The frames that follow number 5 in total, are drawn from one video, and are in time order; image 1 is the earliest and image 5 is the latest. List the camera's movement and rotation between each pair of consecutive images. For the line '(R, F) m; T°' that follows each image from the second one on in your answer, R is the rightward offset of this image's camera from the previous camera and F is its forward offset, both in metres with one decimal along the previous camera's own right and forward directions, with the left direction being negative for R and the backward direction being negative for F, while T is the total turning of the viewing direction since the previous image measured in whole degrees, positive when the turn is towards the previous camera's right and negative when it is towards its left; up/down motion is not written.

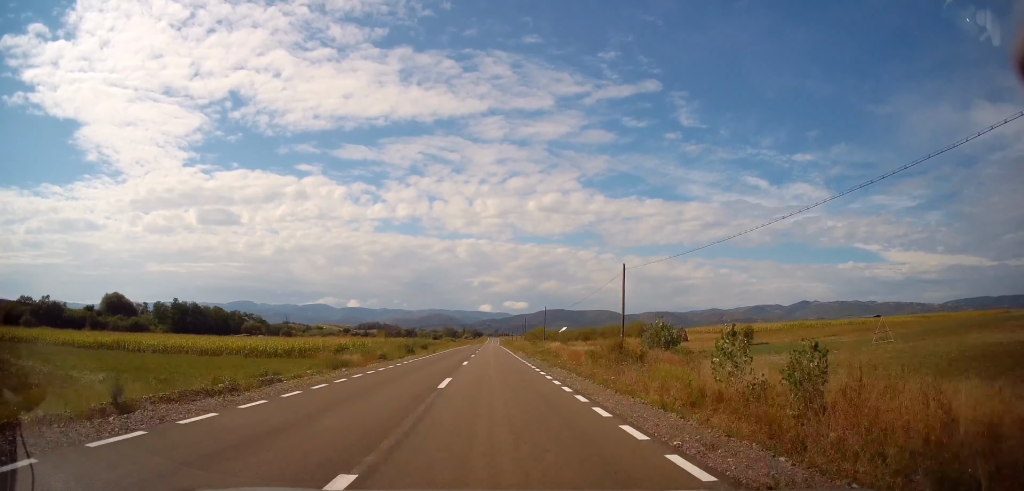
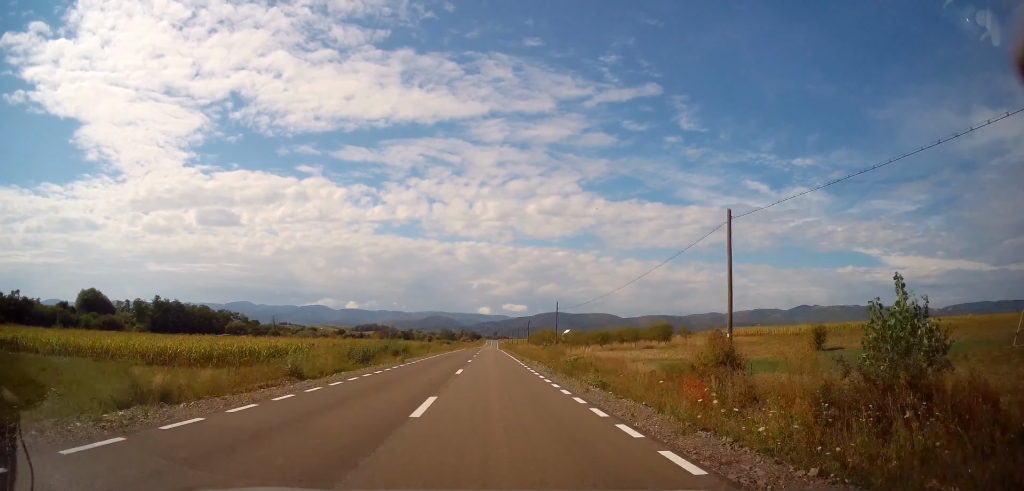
(-0.2, +16.2) m; 0°
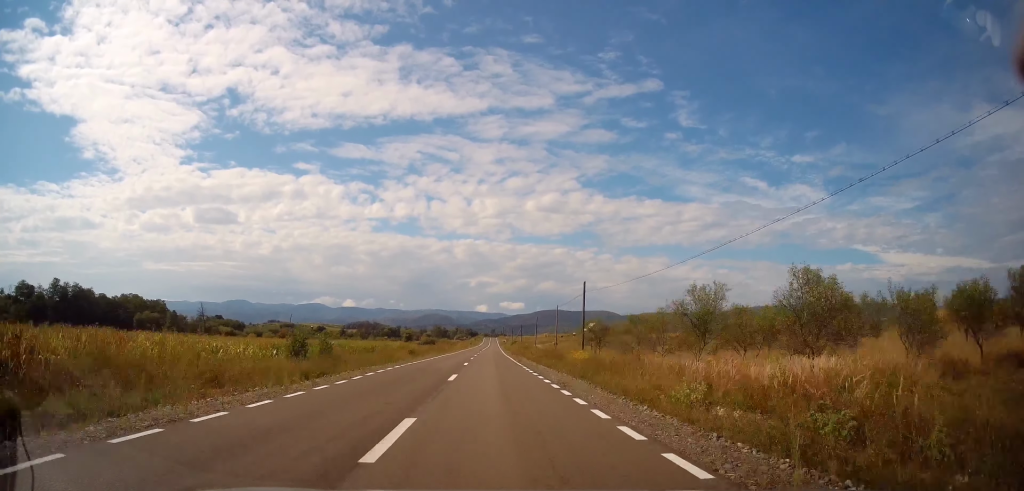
(+0.3, +72.0) m; 0°
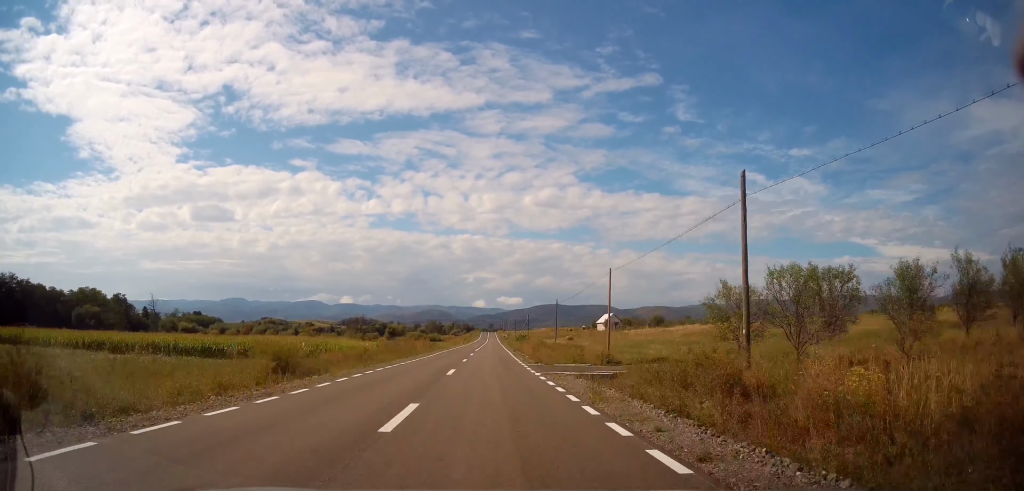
(+0.1, +32.7) m; +1°
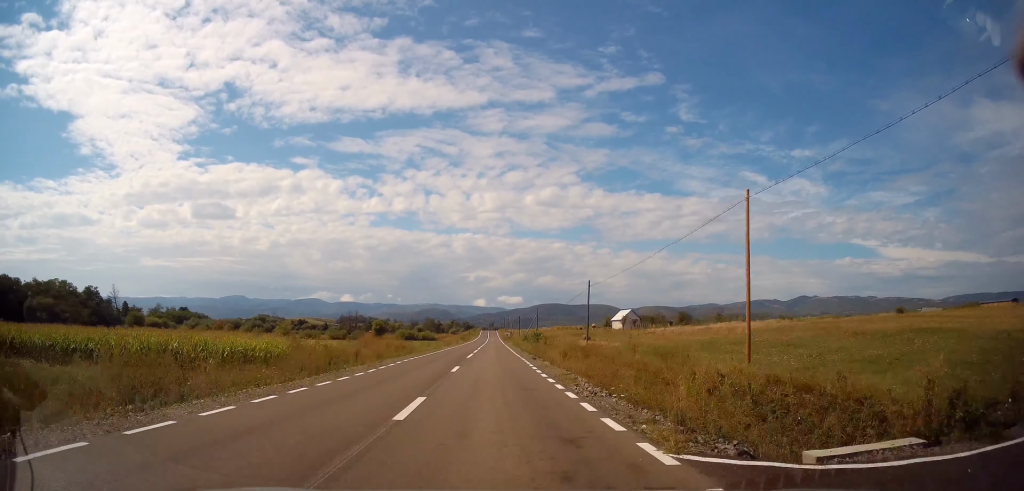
(+0.2, +21.9) m; 0°
